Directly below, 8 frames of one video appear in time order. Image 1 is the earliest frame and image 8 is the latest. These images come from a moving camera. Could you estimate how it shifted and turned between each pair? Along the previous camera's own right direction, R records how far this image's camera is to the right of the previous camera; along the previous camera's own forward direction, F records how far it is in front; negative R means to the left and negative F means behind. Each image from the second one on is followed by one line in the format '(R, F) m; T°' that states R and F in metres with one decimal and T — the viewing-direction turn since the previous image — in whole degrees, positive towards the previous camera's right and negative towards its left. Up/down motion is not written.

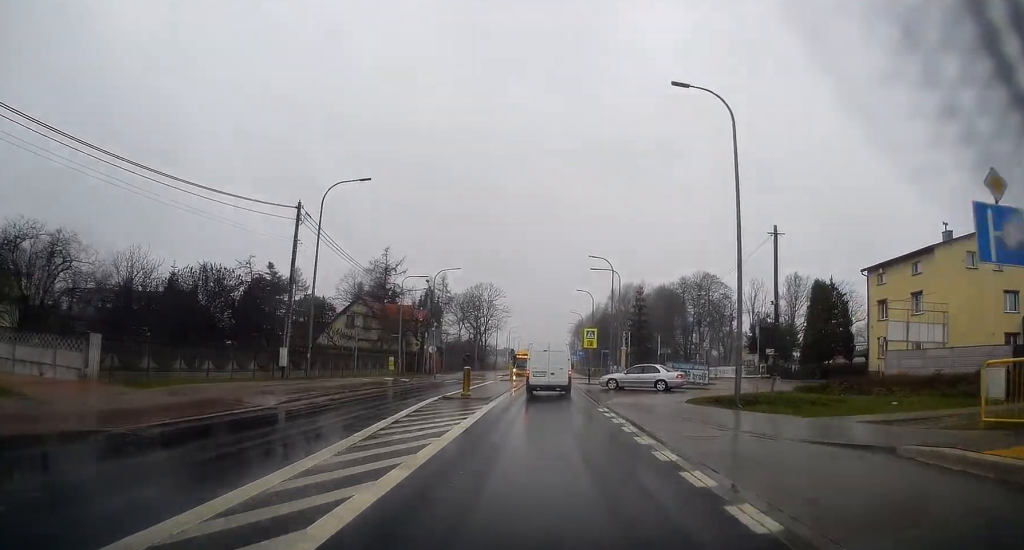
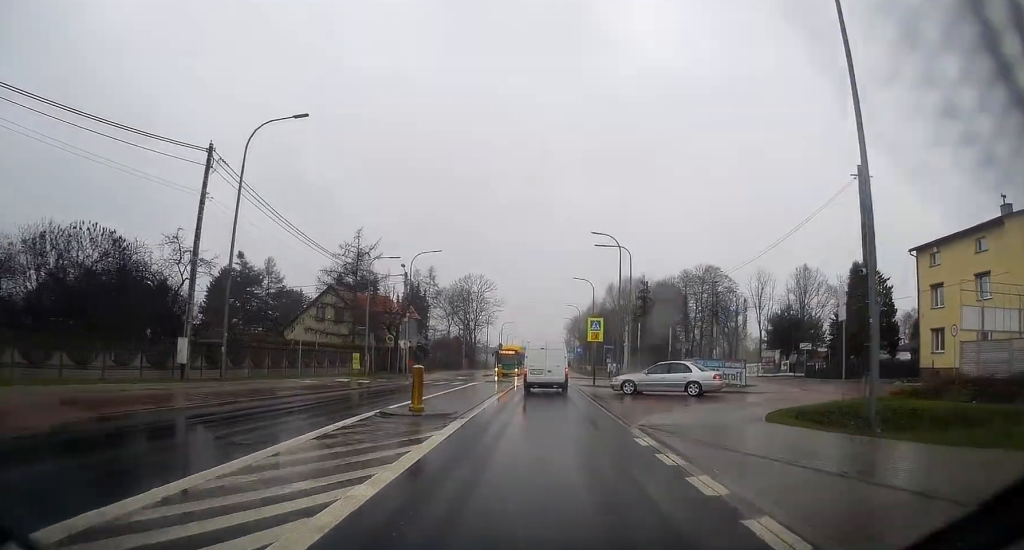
(-0.1, +8.6) m; +1°
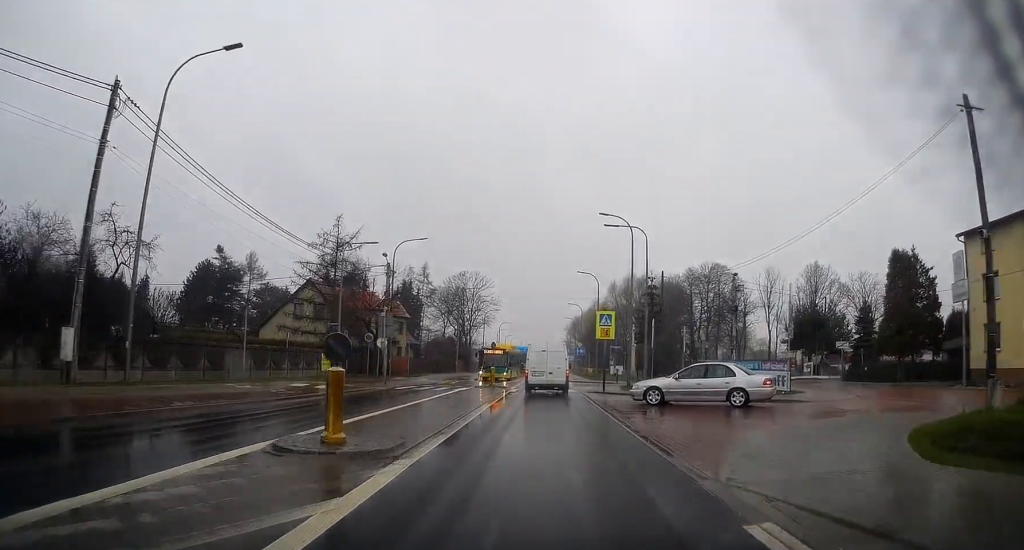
(+0.2, +6.1) m; +1°
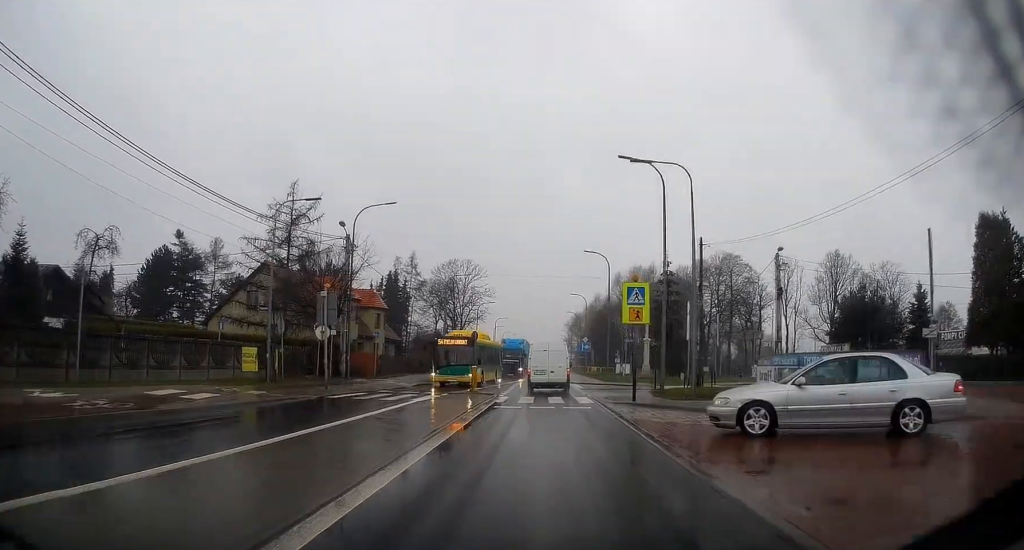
(+0.2, +10.2) m; +1°
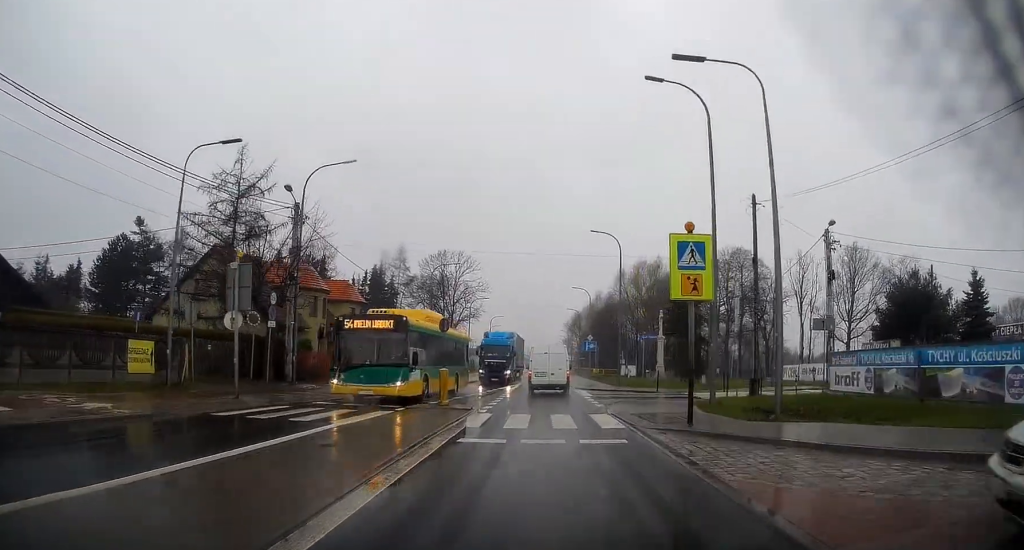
(+0.1, +8.2) m; -1°
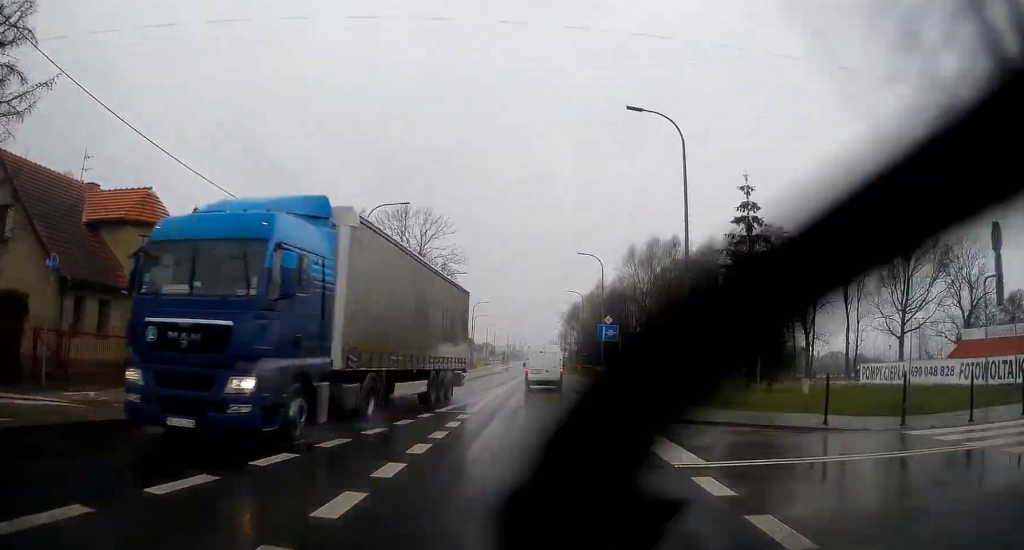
(-0.1, +20.6) m; +1°
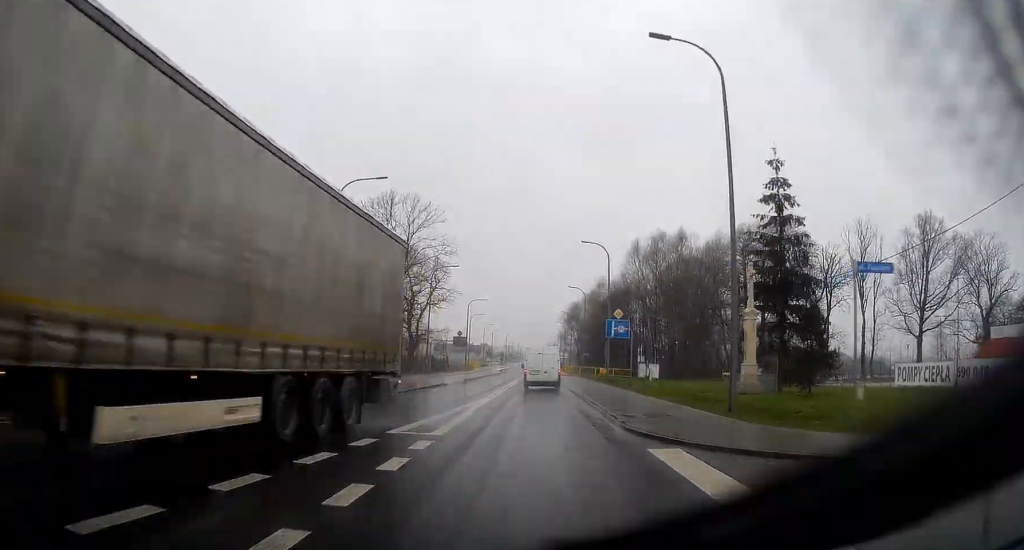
(+0.1, +5.4) m; 0°
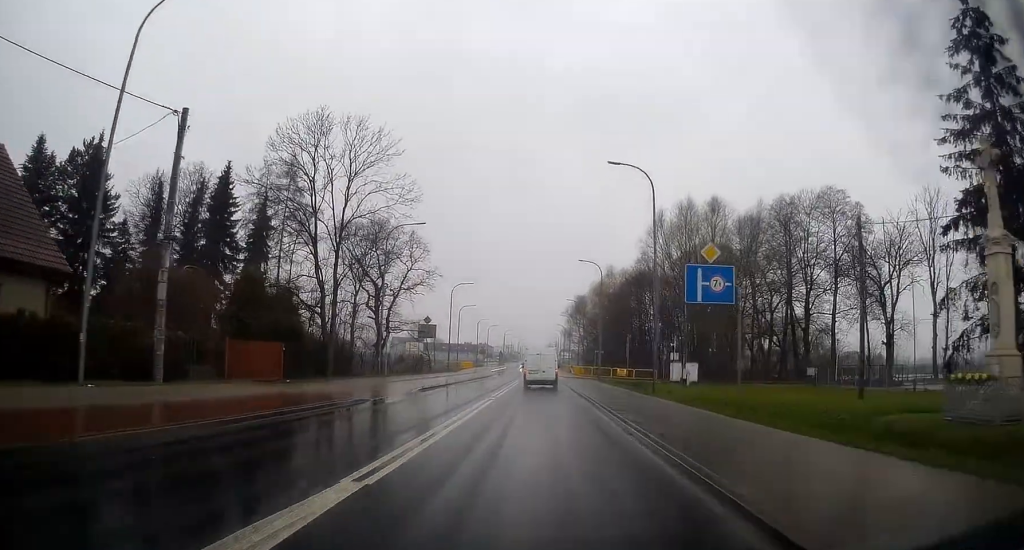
(+0.1, +18.0) m; 0°
